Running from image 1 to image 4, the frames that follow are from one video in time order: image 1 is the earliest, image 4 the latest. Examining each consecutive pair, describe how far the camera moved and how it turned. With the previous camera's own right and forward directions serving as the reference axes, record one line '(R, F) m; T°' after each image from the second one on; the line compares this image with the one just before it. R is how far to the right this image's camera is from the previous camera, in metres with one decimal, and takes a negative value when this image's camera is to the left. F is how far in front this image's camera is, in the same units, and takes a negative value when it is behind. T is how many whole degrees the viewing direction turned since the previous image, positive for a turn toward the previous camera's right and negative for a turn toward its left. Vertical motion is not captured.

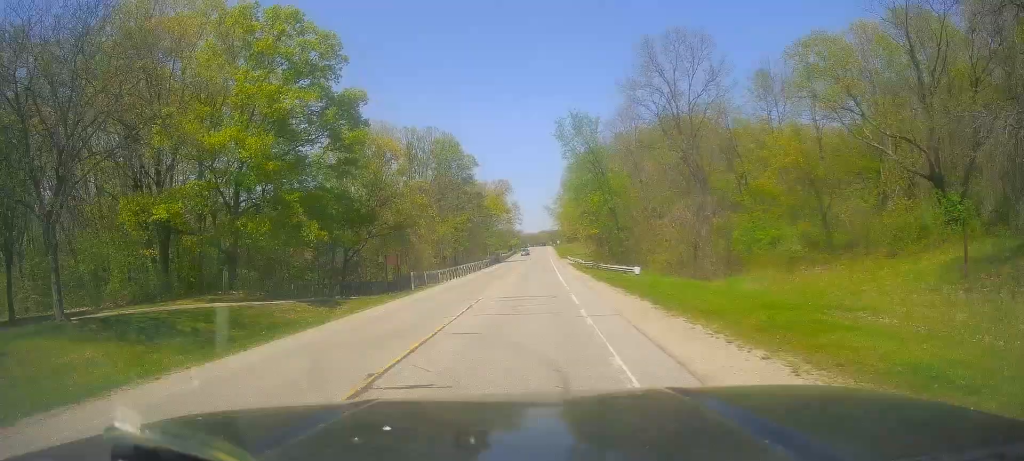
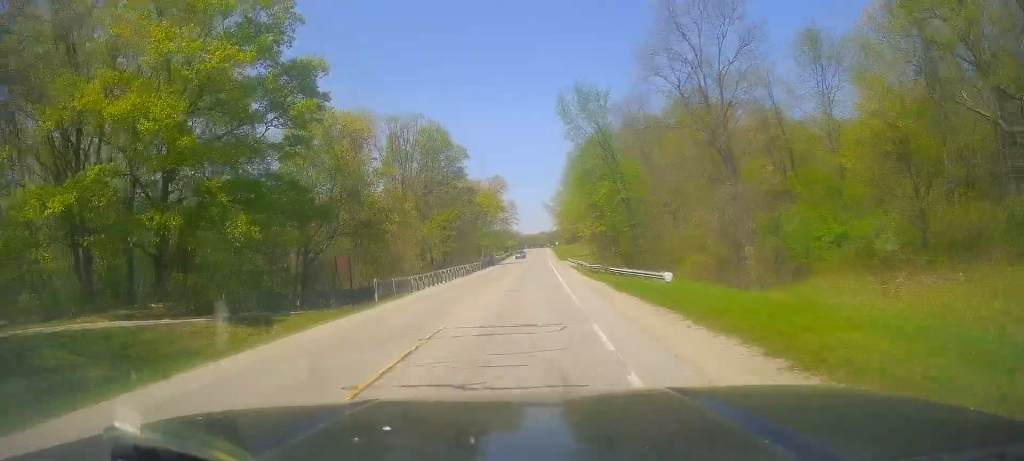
(+0.2, +9.0) m; 0°
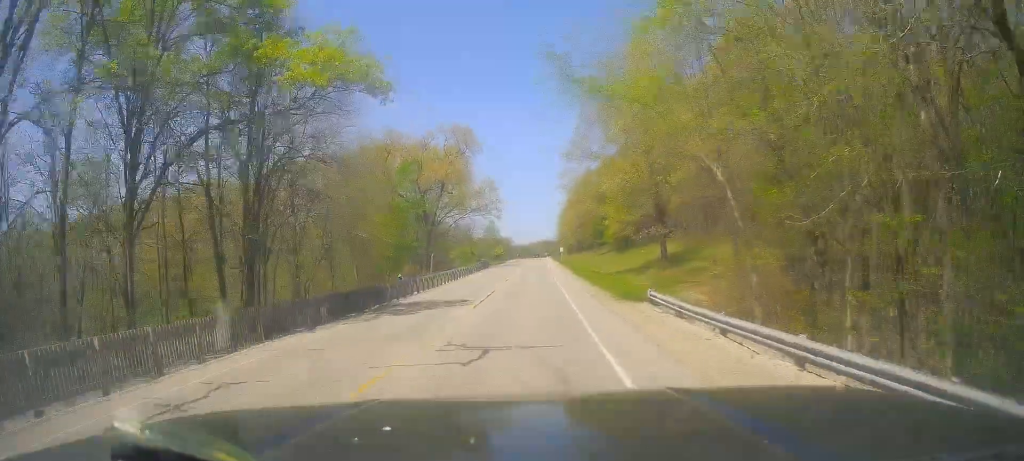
(-1.3, +63.7) m; 0°
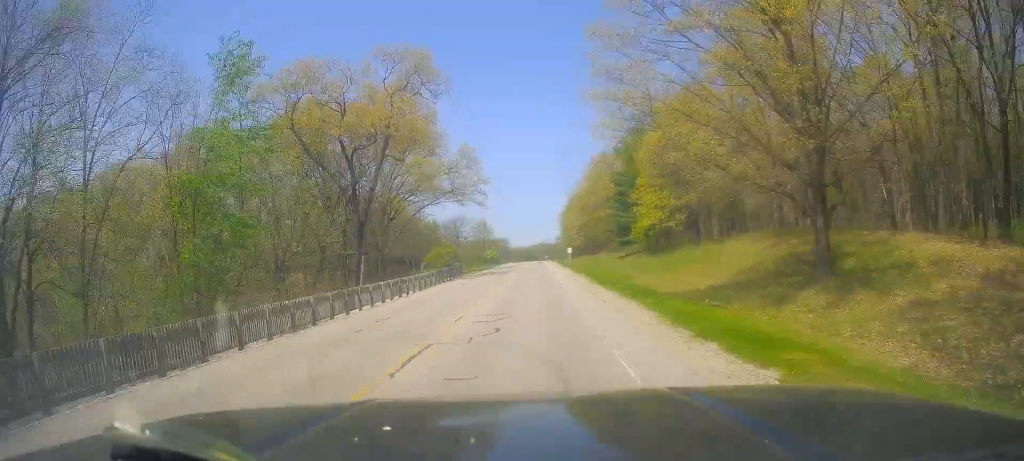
(+0.3, +30.5) m; -1°
